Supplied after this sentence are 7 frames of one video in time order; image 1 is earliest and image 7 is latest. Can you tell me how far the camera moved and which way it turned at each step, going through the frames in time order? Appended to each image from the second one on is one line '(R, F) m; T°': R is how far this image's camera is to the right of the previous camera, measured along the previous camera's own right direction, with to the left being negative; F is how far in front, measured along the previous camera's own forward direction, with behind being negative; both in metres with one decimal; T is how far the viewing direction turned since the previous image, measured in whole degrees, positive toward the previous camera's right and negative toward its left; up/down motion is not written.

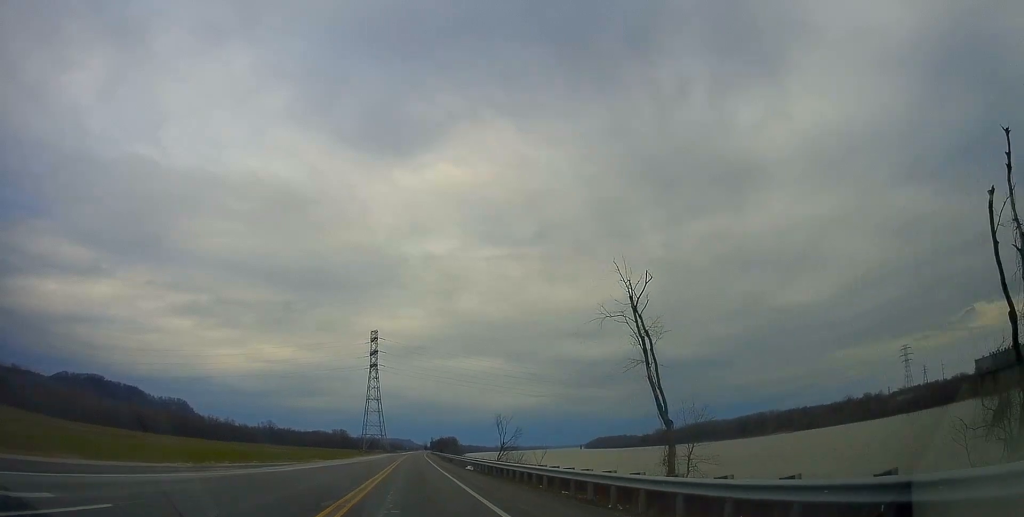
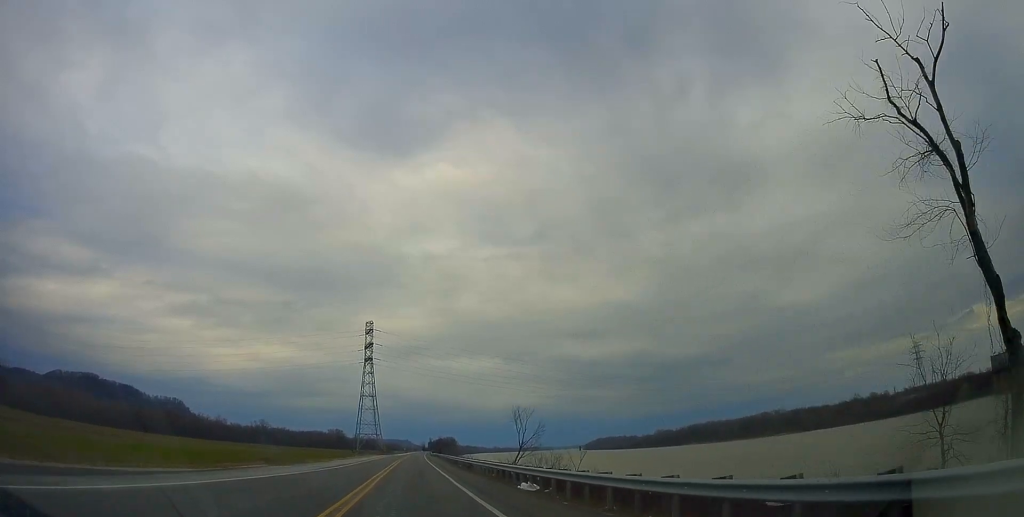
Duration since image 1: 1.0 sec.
(+0.1, +25.1) m; +1°
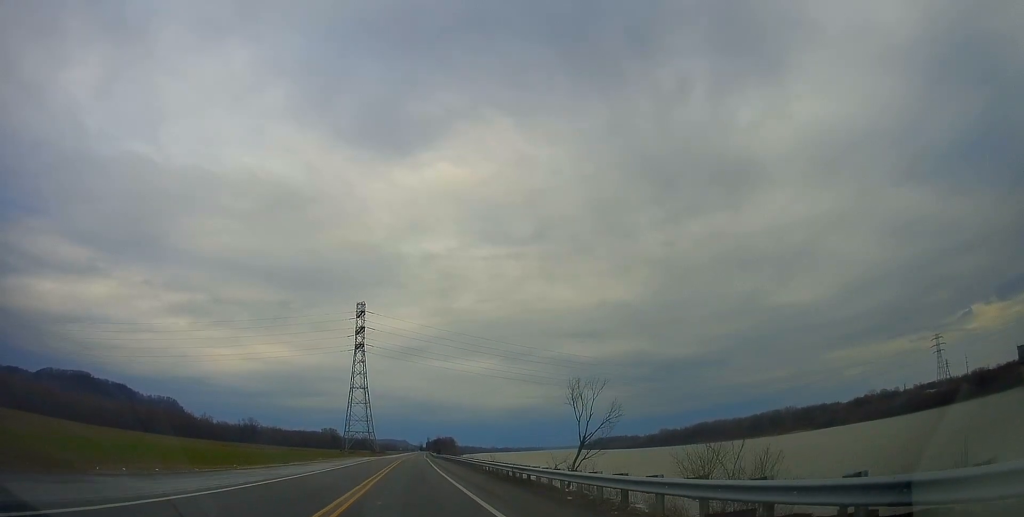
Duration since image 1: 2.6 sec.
(+0.7, +40.1) m; +1°
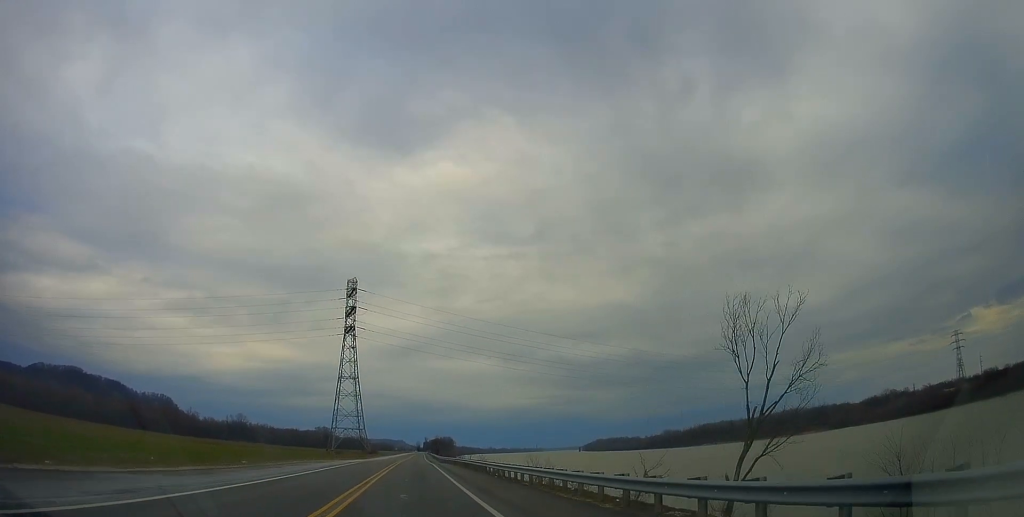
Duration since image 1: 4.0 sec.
(0.0, +36.0) m; -1°
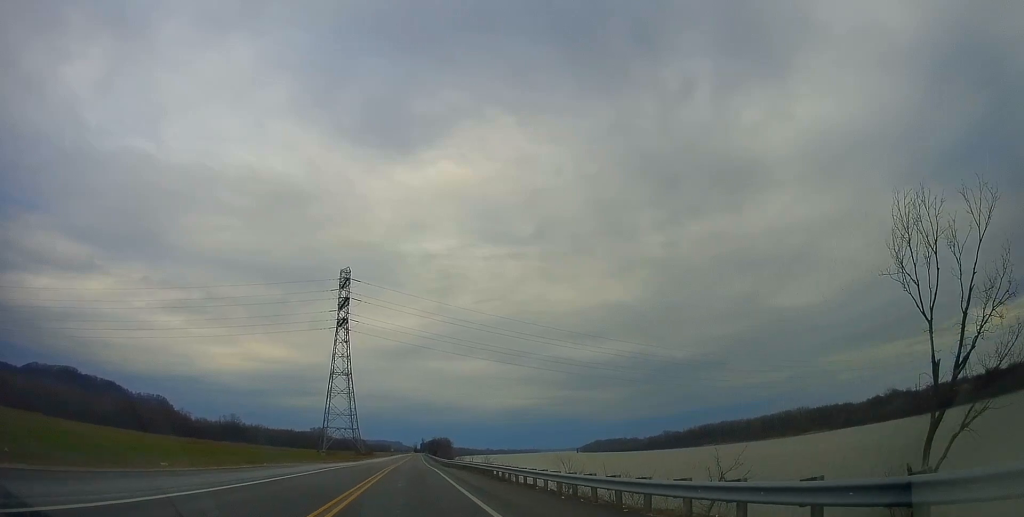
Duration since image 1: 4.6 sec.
(-0.2, +14.8) m; 0°
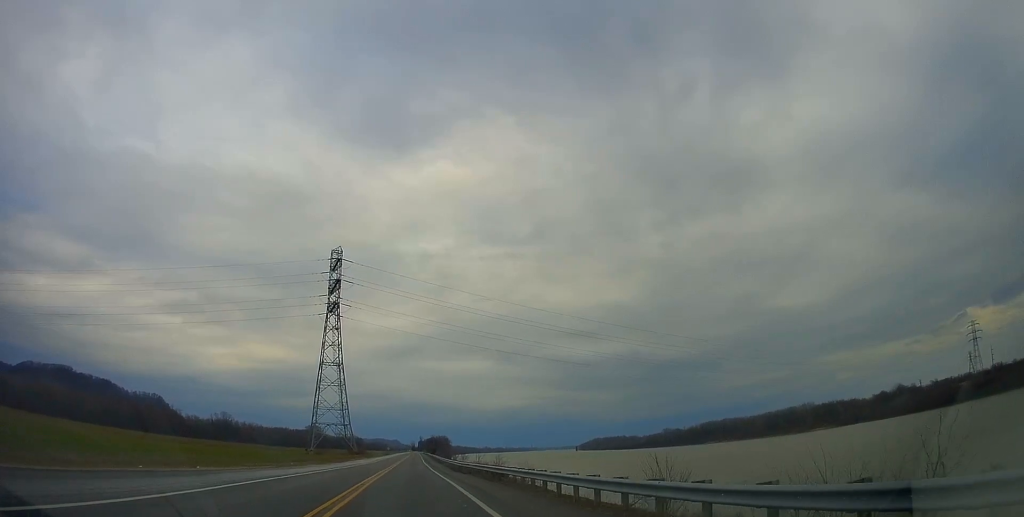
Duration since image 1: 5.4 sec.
(0.0, +20.2) m; 0°
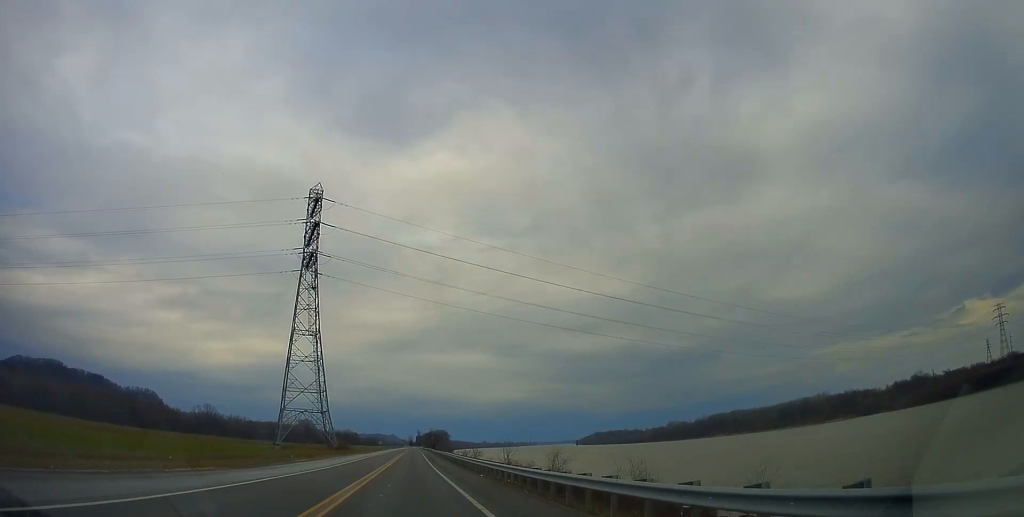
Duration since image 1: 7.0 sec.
(+0.8, +44.4) m; +3°
